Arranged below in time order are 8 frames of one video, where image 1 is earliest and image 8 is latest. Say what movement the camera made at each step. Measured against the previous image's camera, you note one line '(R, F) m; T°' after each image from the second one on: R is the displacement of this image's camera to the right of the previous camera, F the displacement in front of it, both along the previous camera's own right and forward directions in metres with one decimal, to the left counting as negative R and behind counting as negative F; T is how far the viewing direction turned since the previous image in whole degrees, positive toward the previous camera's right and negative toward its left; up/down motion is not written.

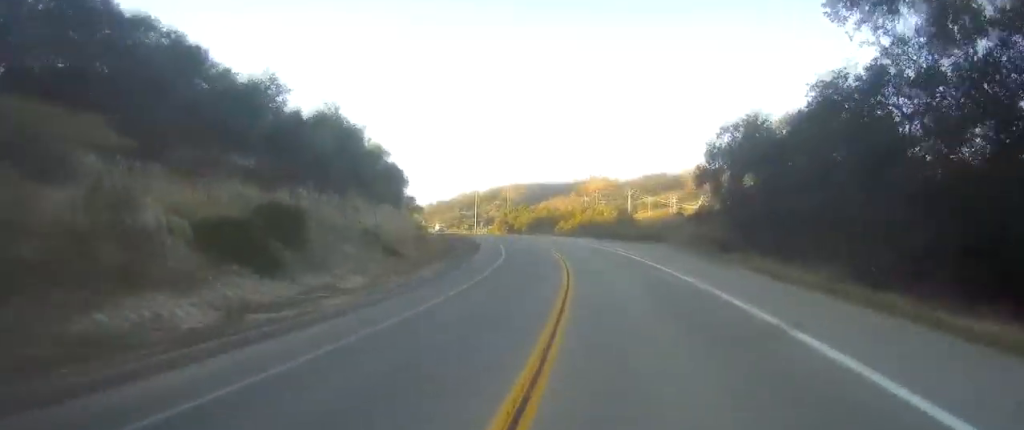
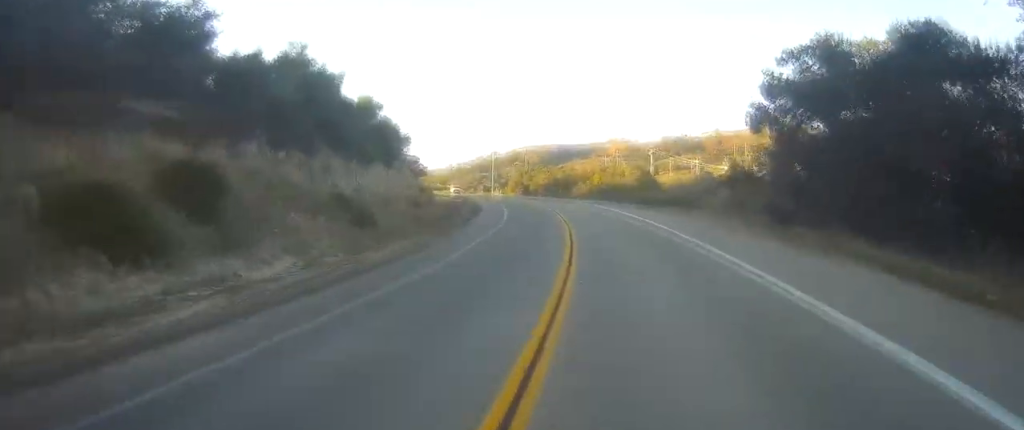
(0.0, +8.8) m; -1°
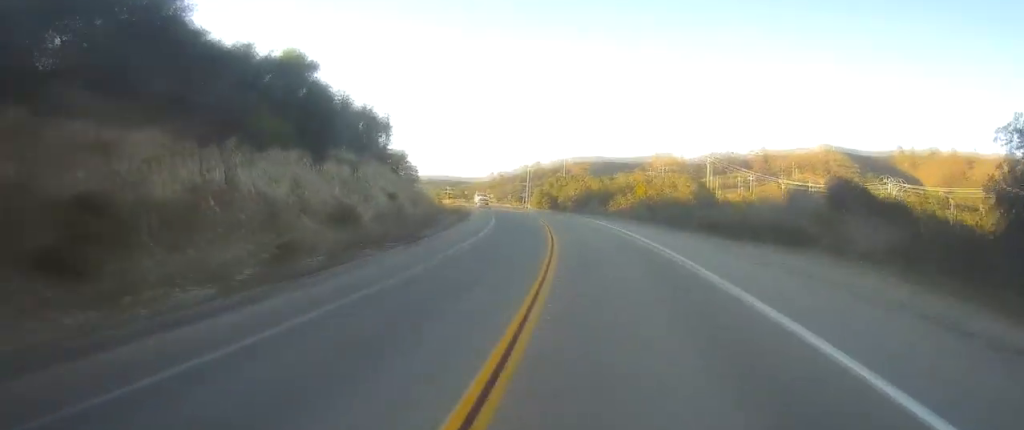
(-0.9, +23.5) m; -6°
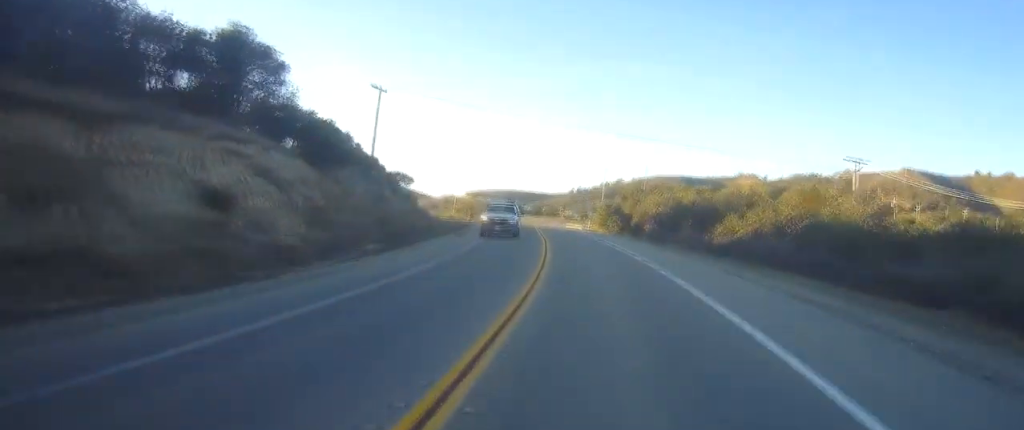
(-2.8, +34.0) m; -8°
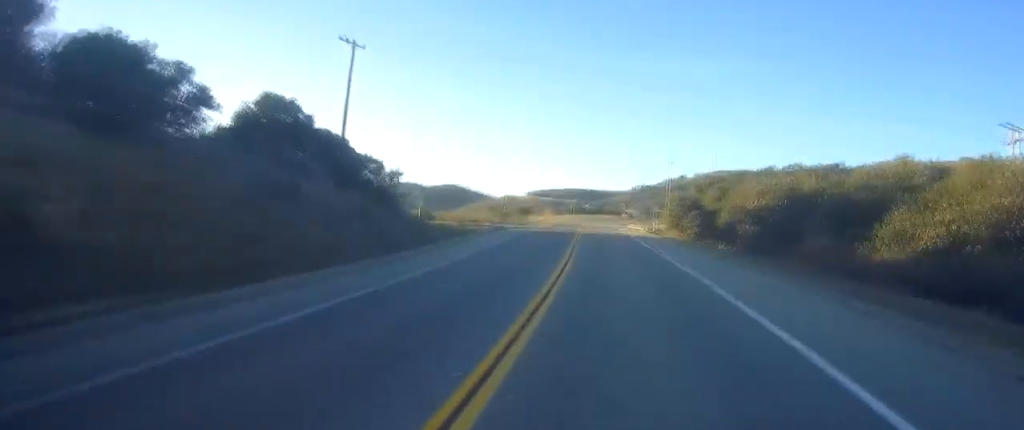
(-0.6, +21.6) m; -3°
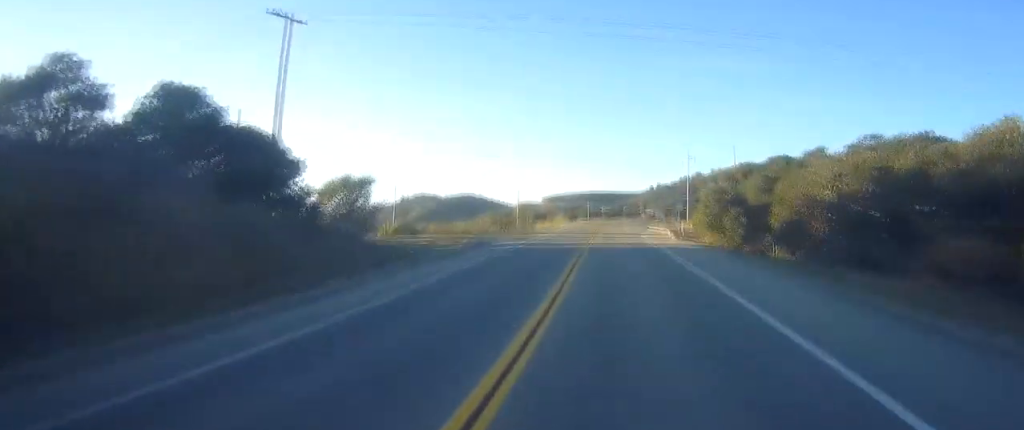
(-0.2, +12.0) m; -1°
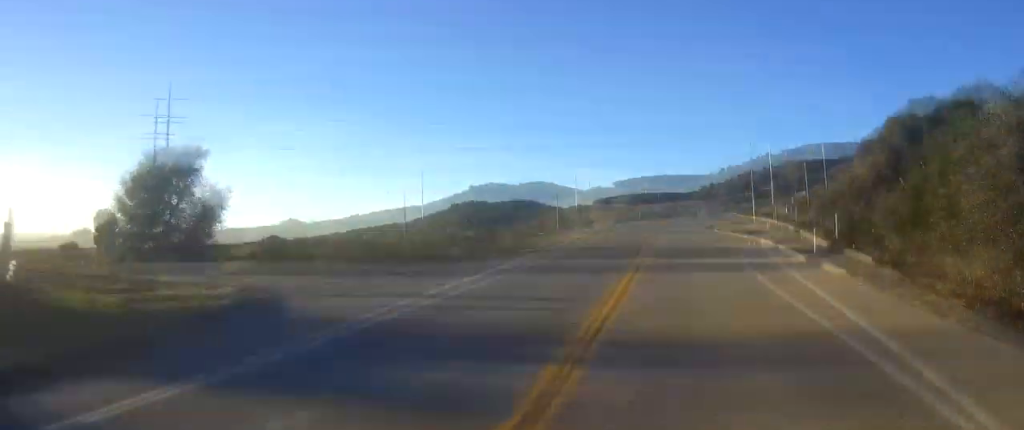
(-0.3, +28.9) m; -3°
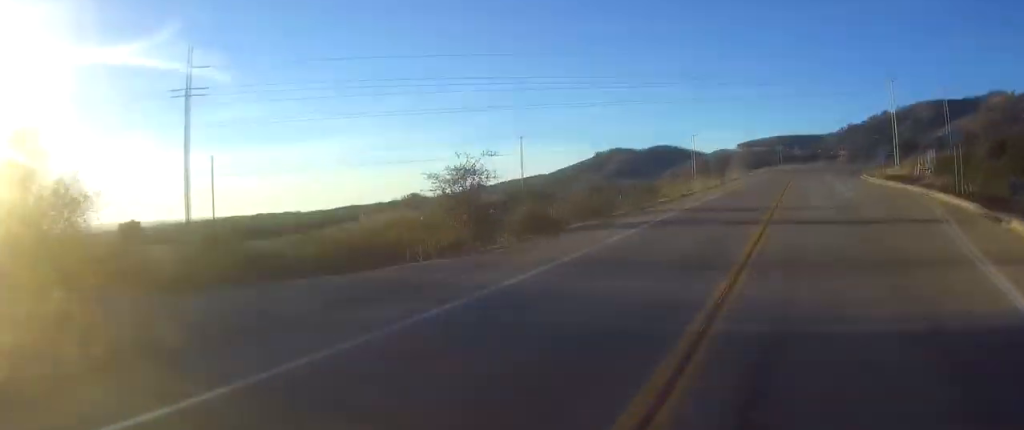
(-0.5, +14.5) m; -2°
